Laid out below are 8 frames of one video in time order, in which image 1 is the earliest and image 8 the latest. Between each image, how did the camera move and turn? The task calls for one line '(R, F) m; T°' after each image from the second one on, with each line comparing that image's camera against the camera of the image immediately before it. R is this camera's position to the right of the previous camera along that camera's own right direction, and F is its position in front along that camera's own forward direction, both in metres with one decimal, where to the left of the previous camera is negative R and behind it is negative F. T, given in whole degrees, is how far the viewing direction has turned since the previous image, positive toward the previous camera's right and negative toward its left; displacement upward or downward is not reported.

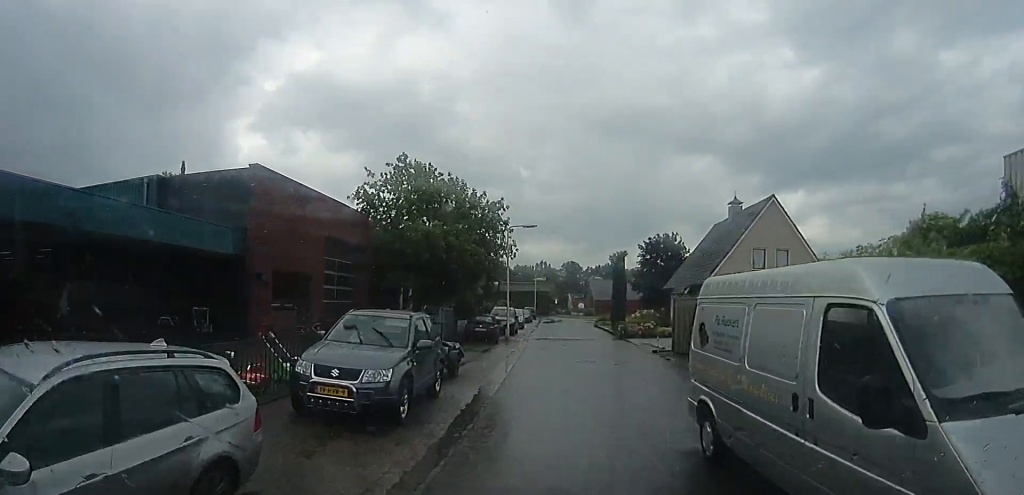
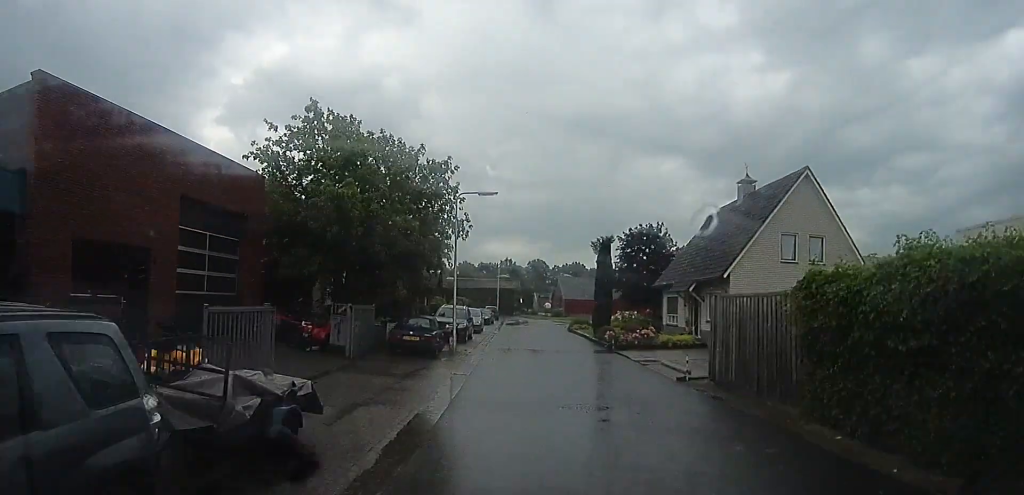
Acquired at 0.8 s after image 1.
(0.0, +7.2) m; +2°
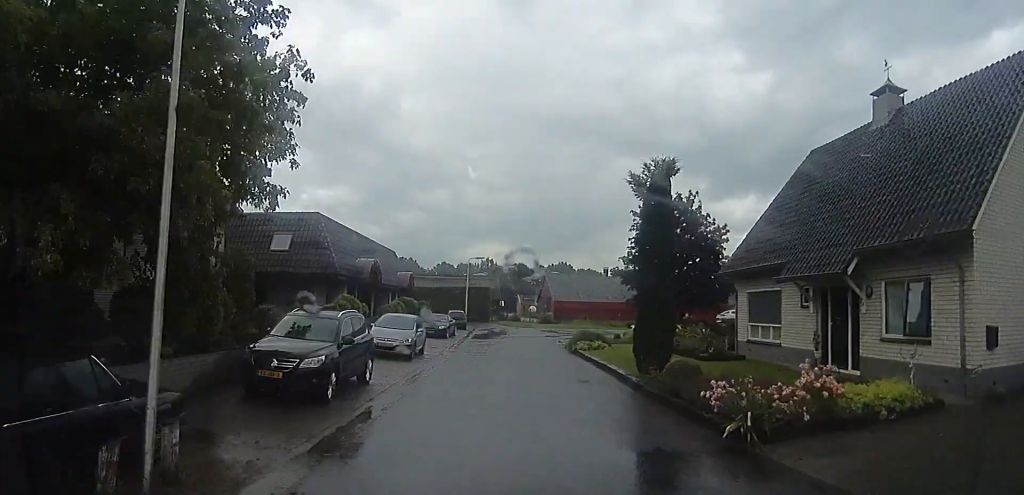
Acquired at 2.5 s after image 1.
(+0.8, +14.7) m; +2°
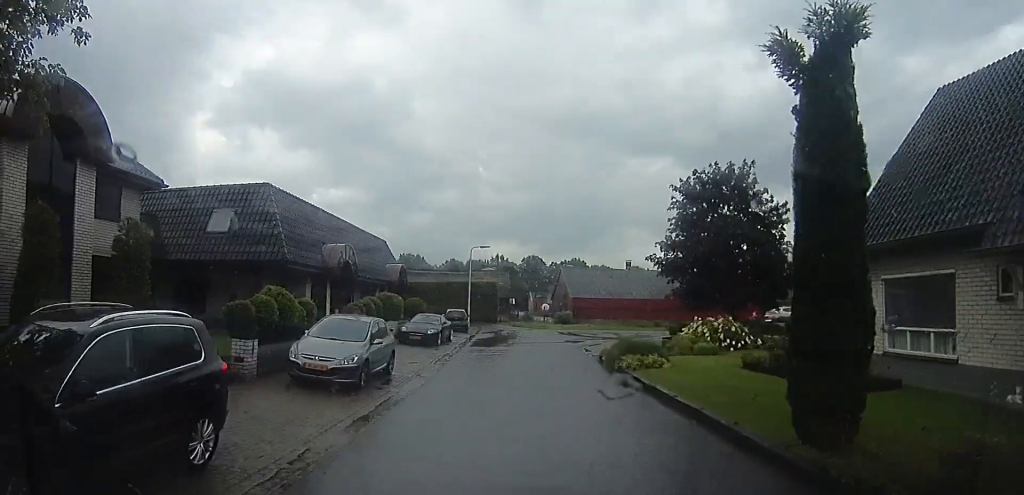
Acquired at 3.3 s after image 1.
(0.0, +7.0) m; -4°
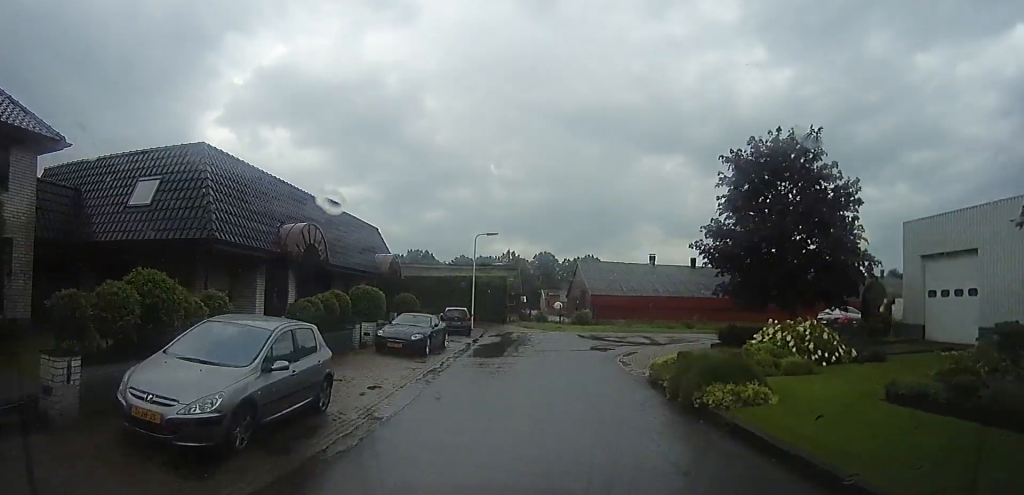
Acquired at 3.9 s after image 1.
(-0.6, +5.6) m; 0°
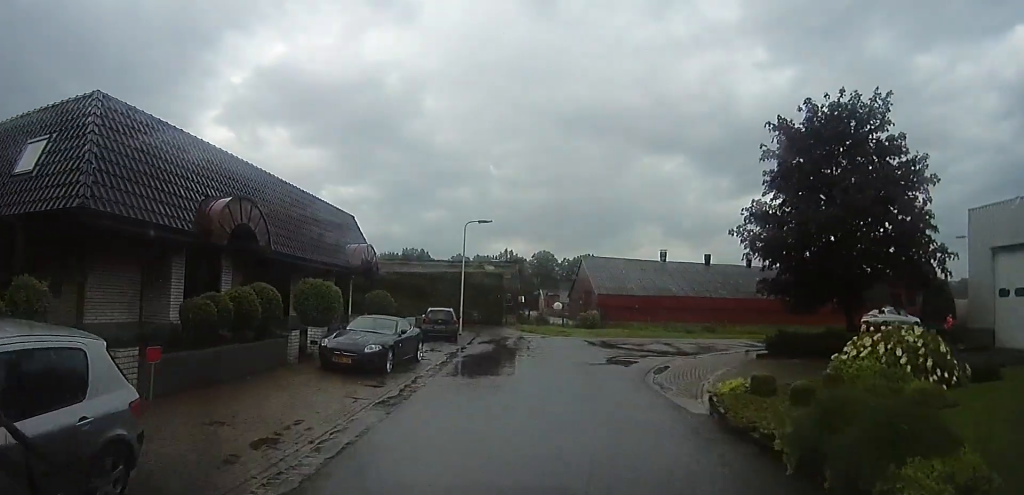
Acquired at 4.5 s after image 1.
(+0.1, +4.7) m; +5°
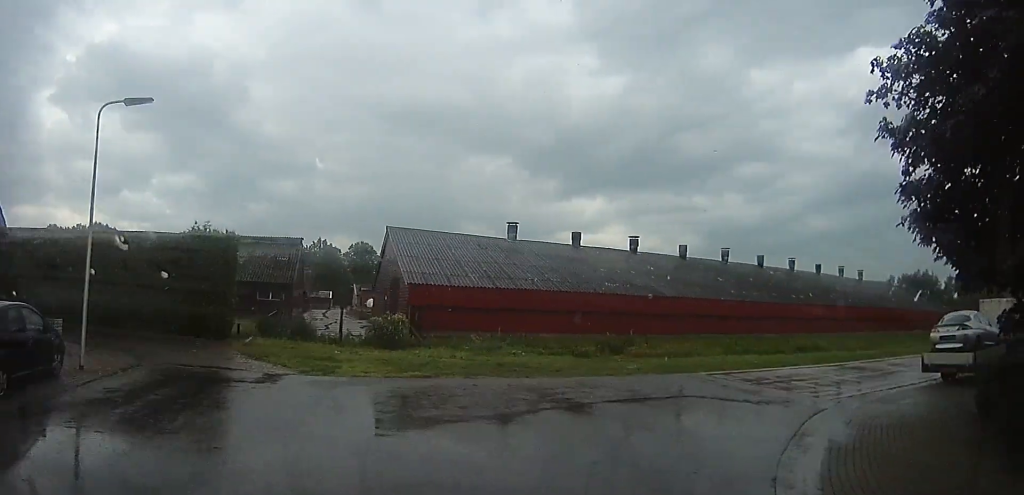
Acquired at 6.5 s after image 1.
(+3.1, +15.4) m; +21°
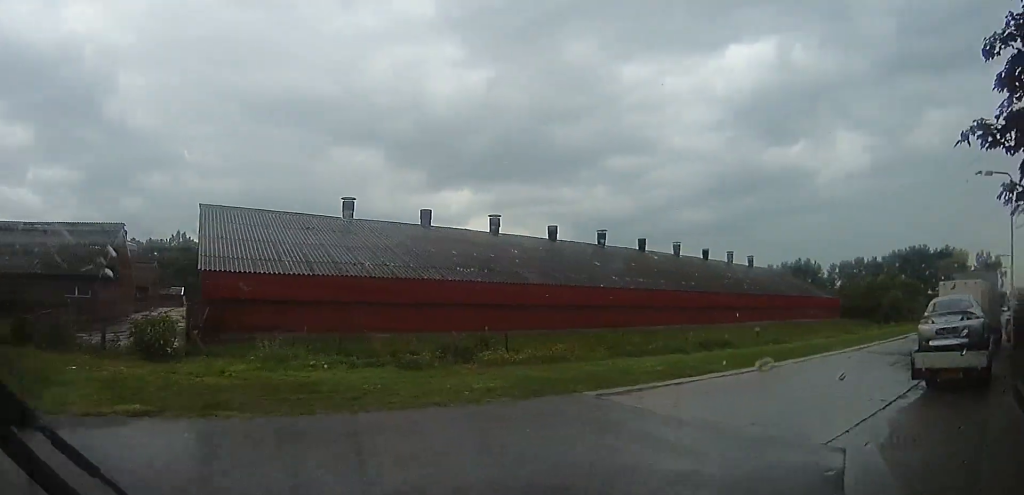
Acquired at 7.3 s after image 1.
(+0.2, +5.5) m; +10°
